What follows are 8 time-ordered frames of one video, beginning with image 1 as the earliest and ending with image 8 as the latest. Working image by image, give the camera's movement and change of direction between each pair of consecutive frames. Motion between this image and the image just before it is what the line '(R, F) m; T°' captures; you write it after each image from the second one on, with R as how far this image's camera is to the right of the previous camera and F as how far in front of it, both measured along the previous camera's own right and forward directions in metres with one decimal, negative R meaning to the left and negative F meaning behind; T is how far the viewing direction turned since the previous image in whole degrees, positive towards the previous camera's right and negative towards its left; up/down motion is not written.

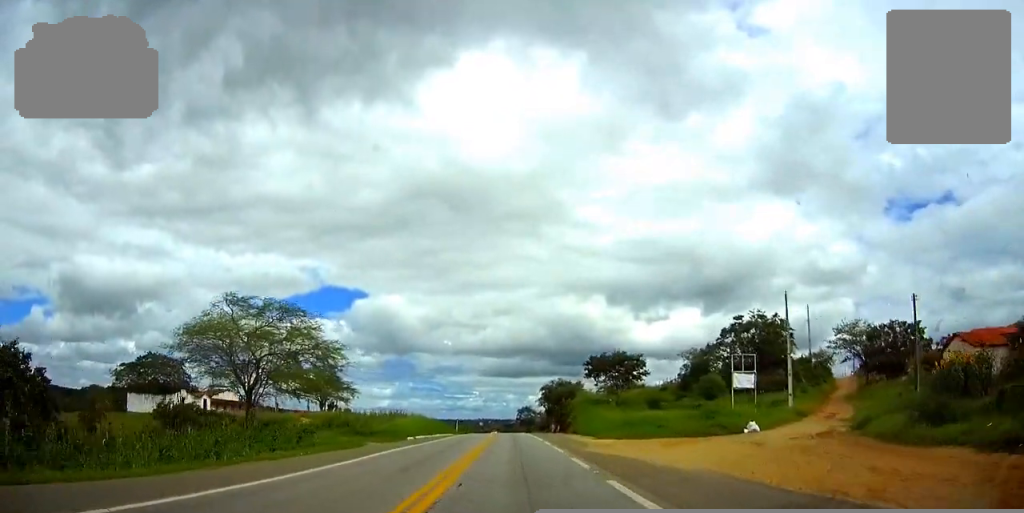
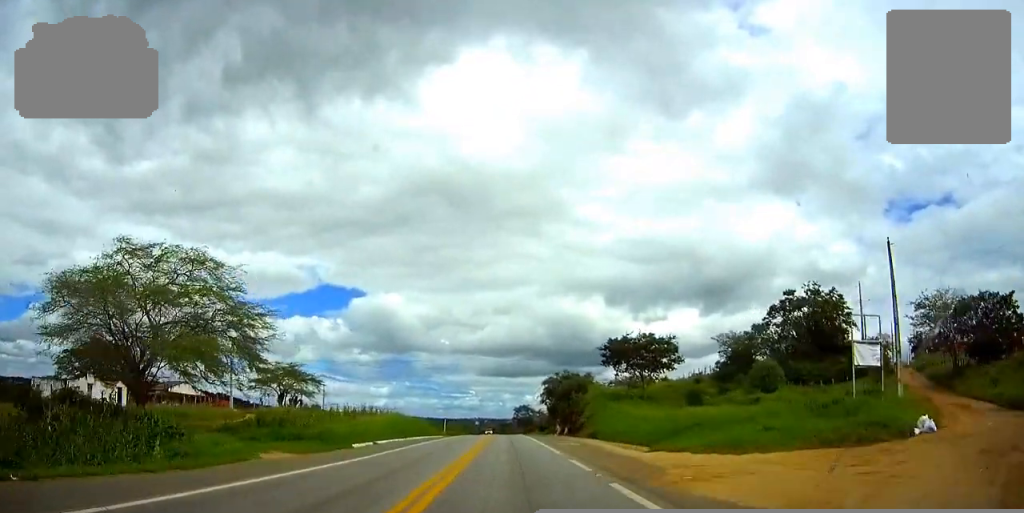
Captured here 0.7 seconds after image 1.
(0.0, +16.8) m; 0°
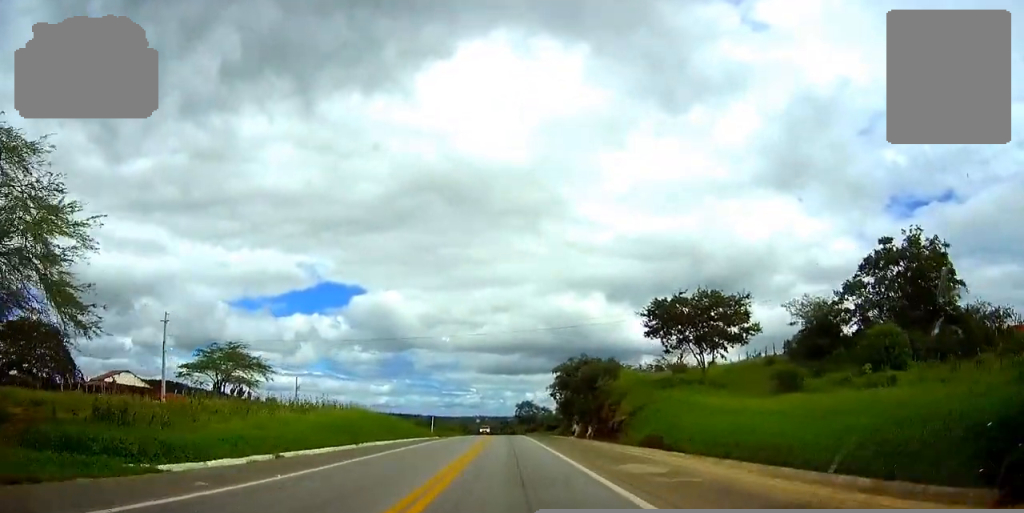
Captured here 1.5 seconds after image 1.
(0.0, +19.2) m; 0°
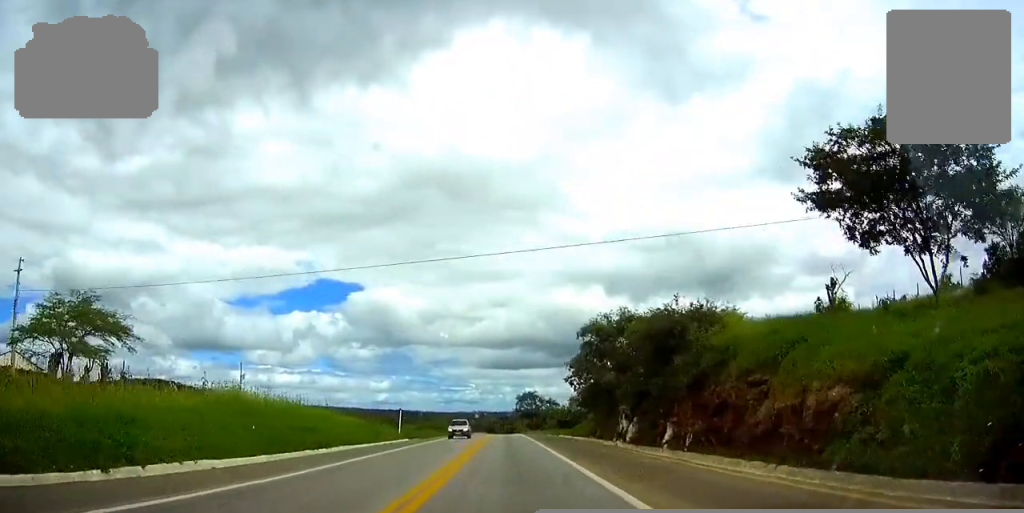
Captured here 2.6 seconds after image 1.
(0.0, +25.7) m; 0°
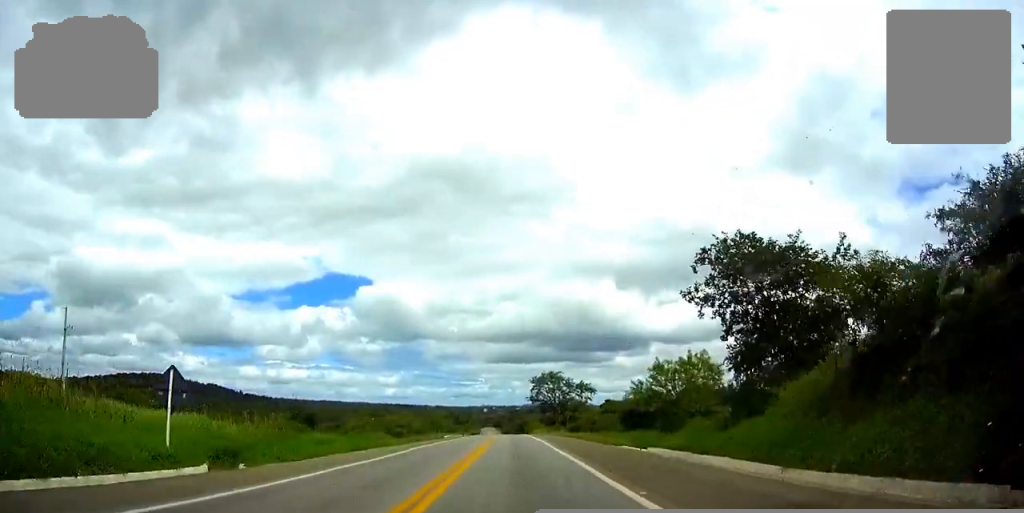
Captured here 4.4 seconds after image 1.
(-0.1, +44.2) m; 0°
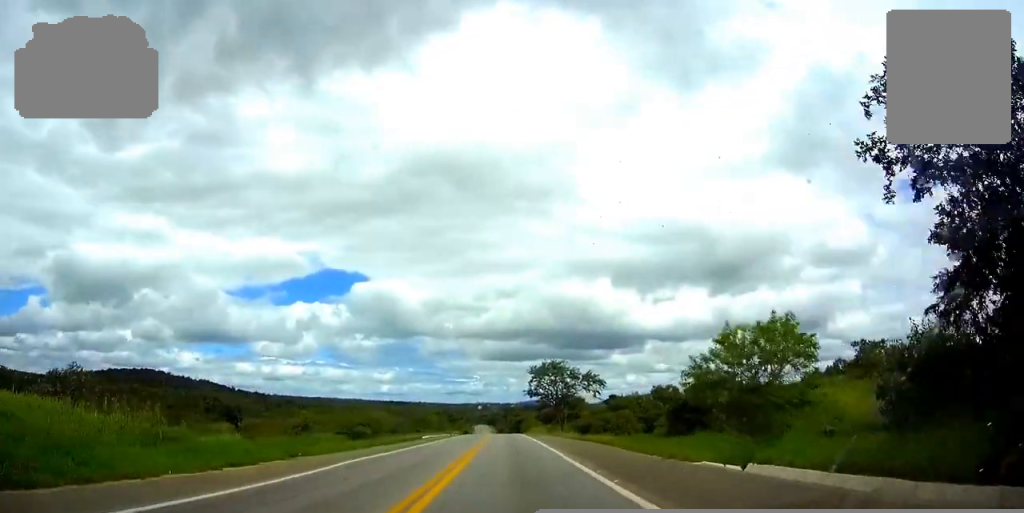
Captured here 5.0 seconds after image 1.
(0.0, +13.7) m; 0°
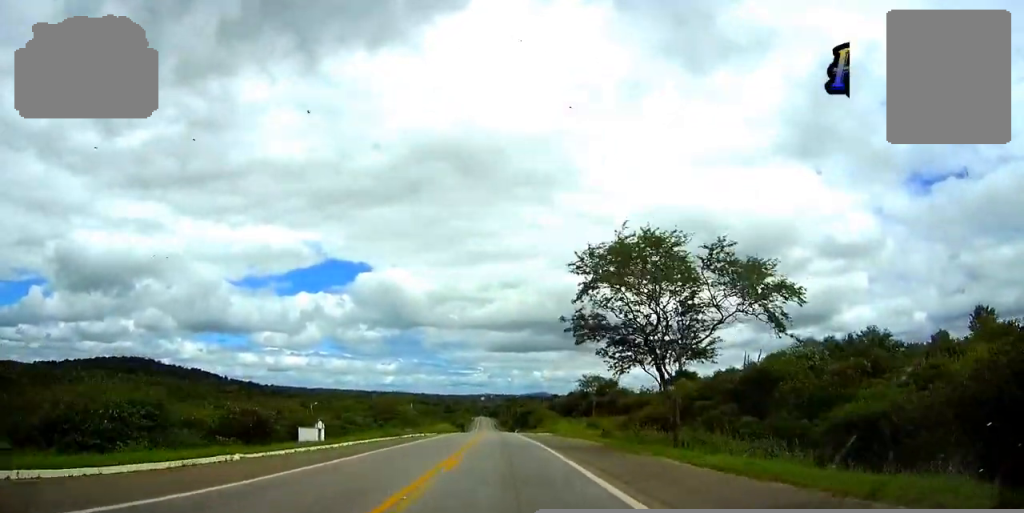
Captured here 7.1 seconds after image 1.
(-0.1, +52.9) m; 0°
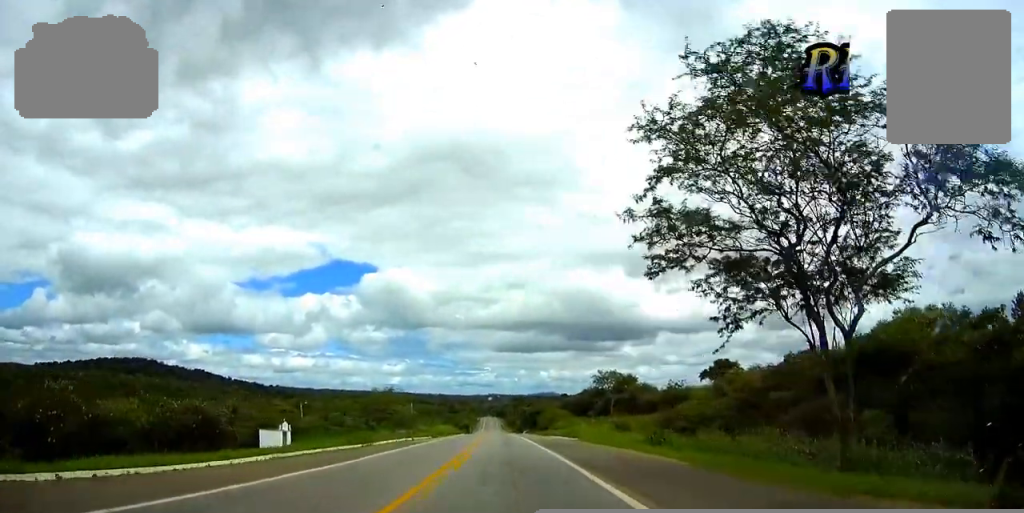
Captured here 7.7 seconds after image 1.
(0.0, +13.9) m; 0°
